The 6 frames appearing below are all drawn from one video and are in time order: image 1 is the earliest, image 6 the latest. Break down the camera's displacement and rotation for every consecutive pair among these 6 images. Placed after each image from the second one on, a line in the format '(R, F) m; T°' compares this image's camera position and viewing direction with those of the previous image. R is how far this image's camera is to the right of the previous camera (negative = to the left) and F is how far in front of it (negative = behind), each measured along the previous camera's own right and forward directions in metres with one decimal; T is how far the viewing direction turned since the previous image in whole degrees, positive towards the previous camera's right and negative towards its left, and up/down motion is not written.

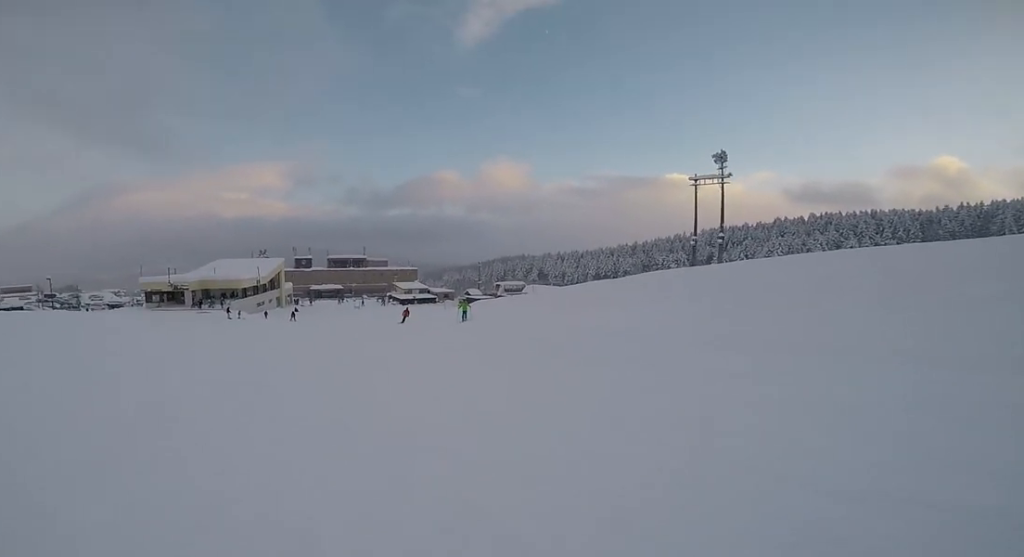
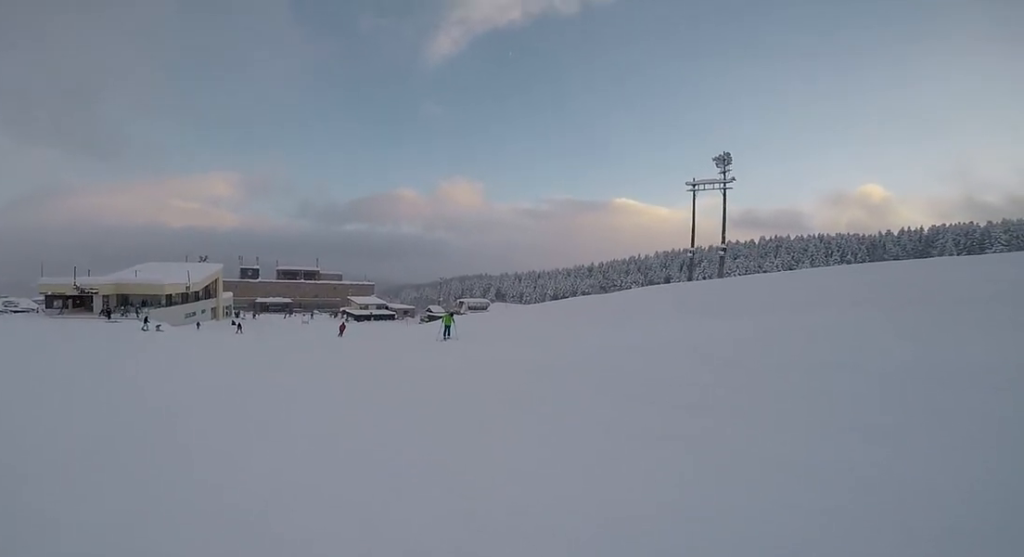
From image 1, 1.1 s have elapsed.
(+0.7, +9.0) m; +6°
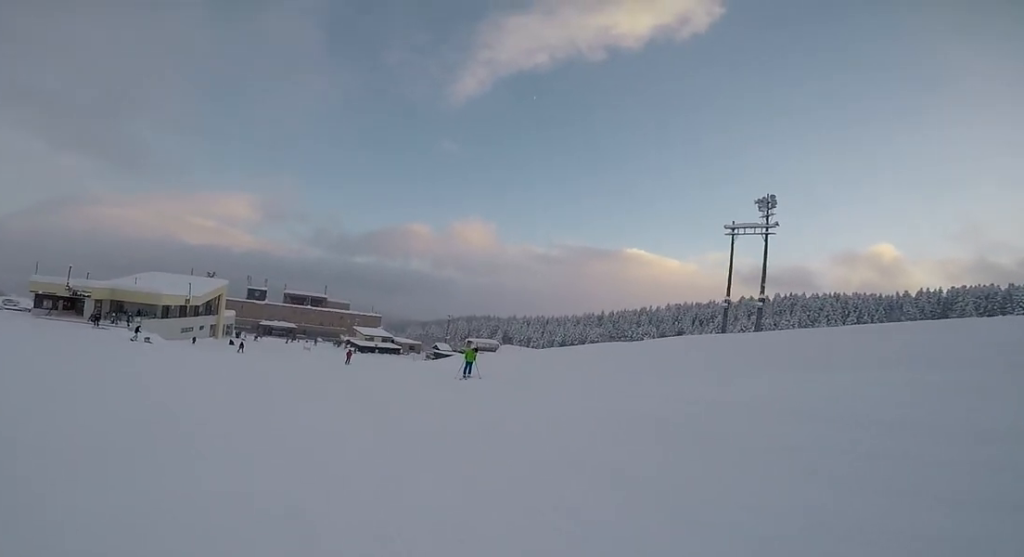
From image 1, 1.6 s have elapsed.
(0.0, +3.6) m; 0°
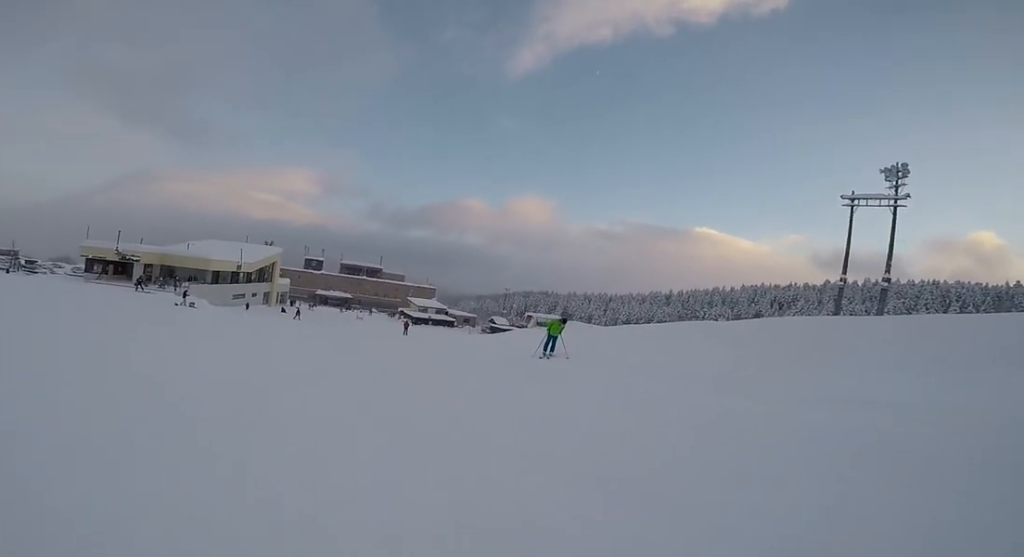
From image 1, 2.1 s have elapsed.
(0.0, +4.2) m; 0°
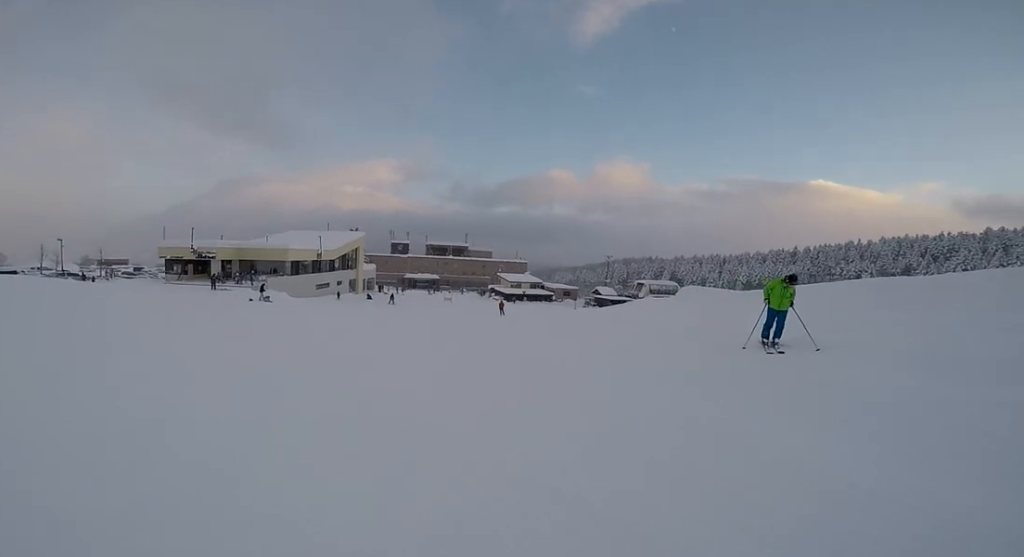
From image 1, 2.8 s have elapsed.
(-0.1, +6.0) m; -4°
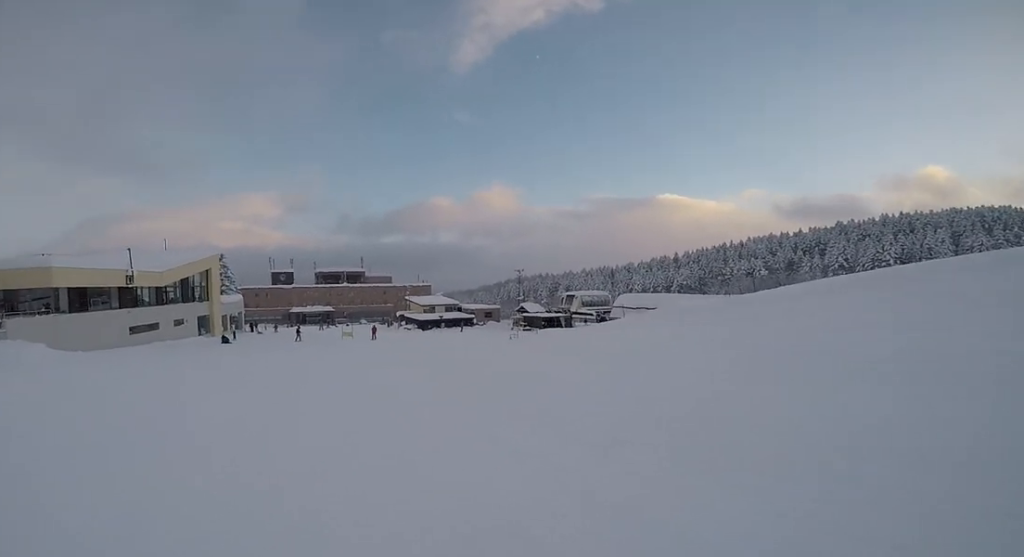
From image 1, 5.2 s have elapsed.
(-0.1, +19.4) m; +5°
